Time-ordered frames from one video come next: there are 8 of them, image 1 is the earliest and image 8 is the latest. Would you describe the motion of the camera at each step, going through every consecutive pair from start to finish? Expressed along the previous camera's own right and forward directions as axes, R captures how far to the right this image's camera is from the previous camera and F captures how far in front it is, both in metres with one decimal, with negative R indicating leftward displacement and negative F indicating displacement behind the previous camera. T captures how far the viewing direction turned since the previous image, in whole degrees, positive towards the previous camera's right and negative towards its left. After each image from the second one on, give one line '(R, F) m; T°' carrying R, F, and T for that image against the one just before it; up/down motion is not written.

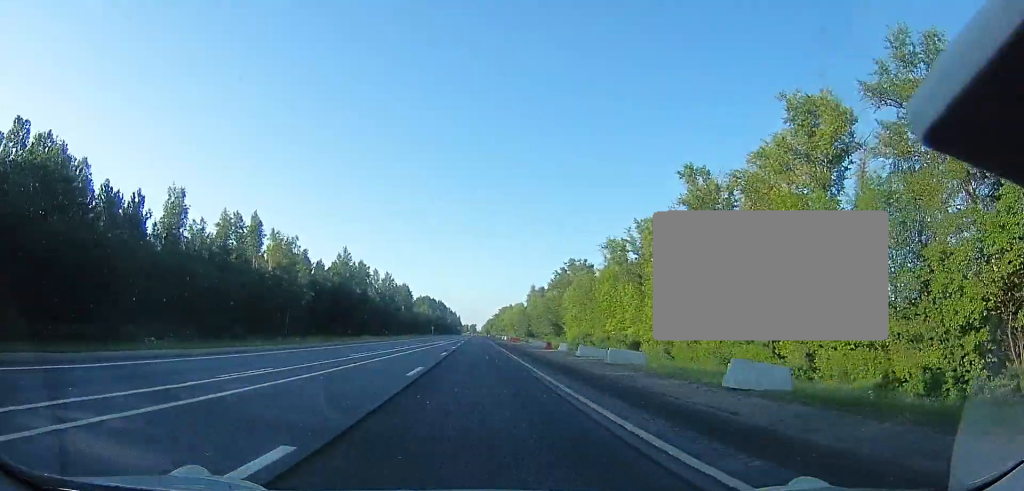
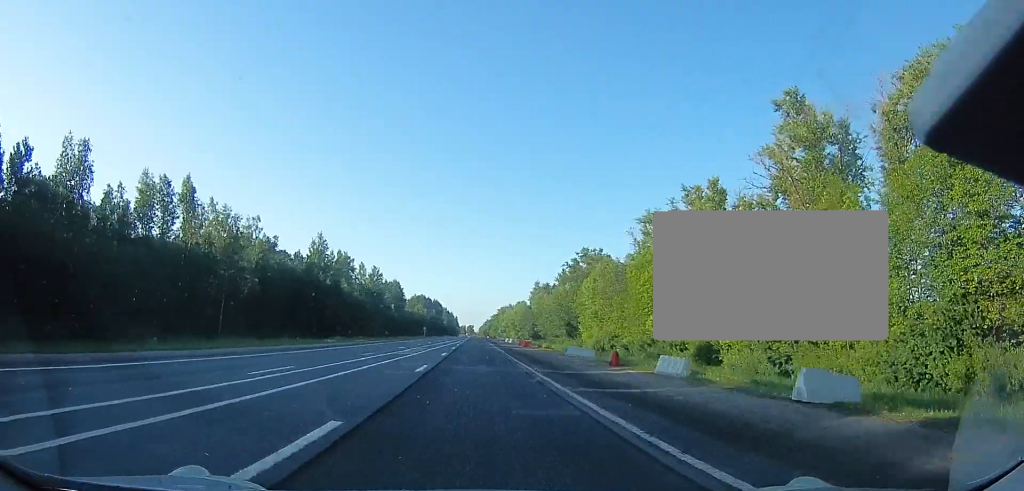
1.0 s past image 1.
(+0.2, +22.3) m; +1°
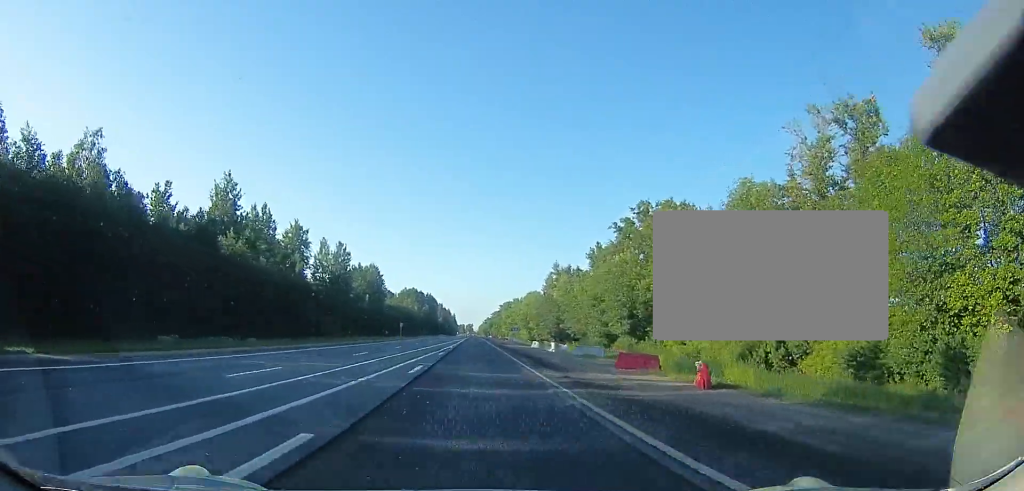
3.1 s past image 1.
(-0.6, +48.9) m; -1°
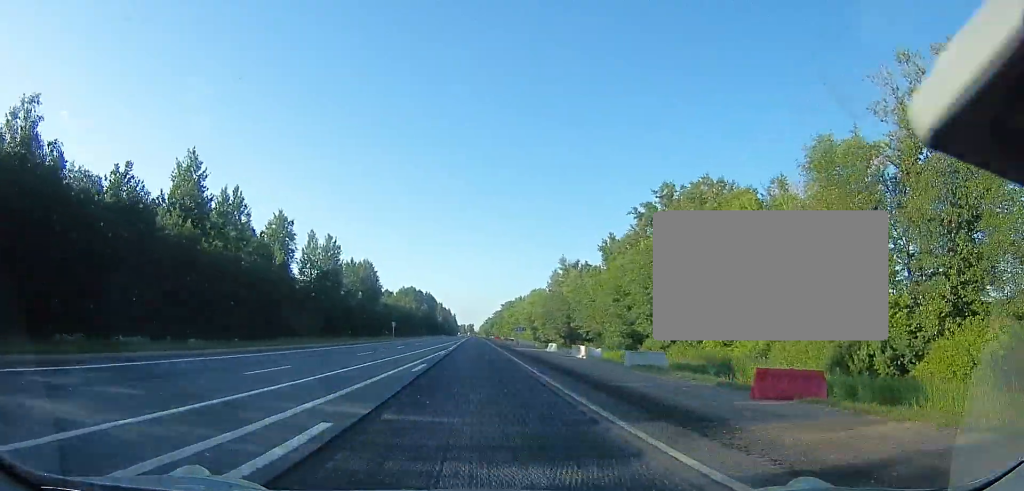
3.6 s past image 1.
(+0.1, +11.4) m; +1°
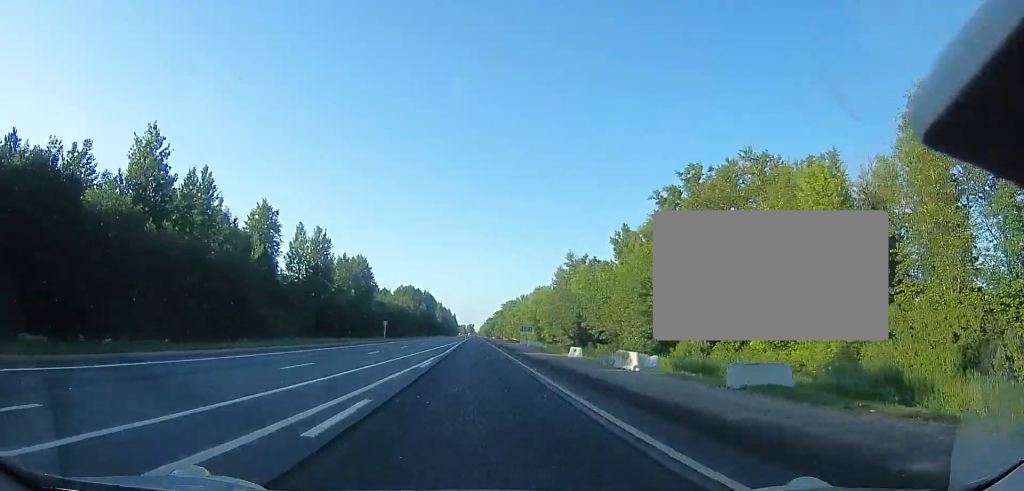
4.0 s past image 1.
(+0.2, +9.8) m; +1°
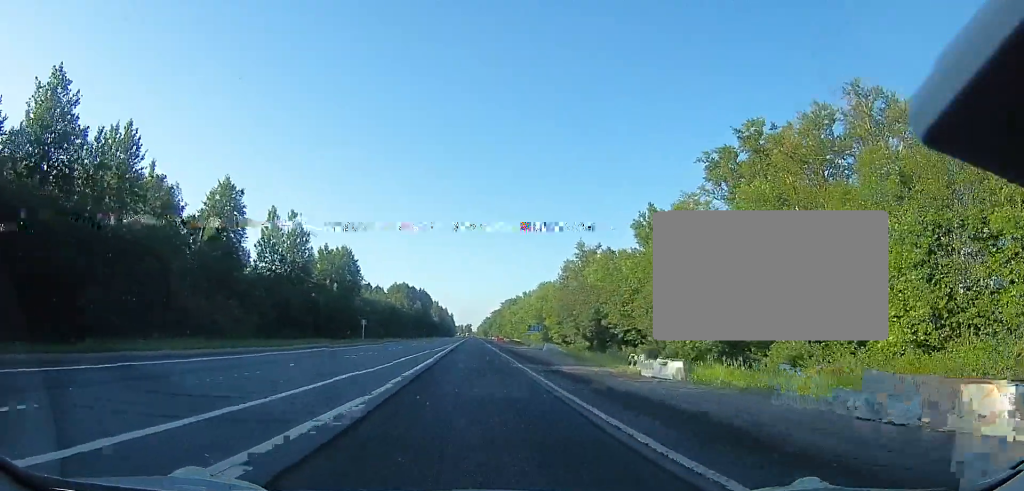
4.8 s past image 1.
(+0.2, +16.7) m; 0°
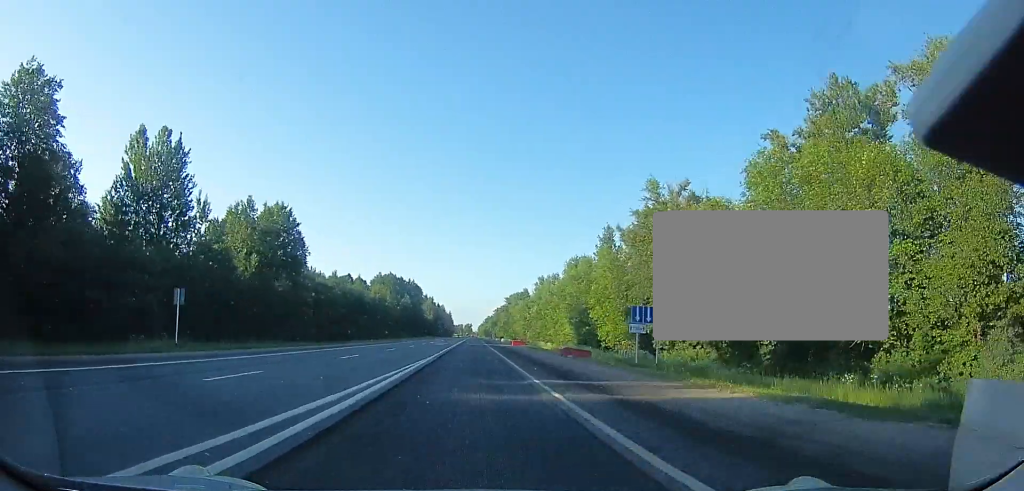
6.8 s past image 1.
(-0.8, +47.2) m; 0°
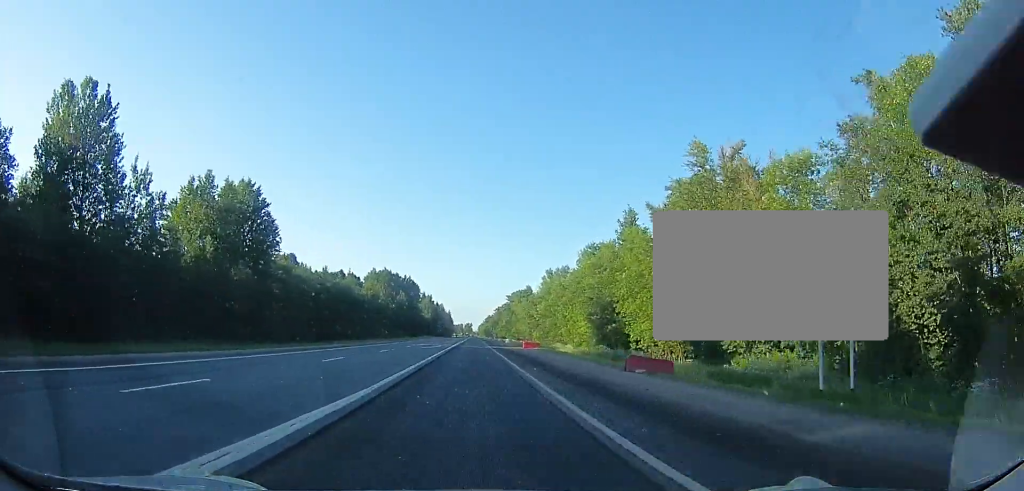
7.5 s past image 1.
(+0.2, +14.7) m; +1°
